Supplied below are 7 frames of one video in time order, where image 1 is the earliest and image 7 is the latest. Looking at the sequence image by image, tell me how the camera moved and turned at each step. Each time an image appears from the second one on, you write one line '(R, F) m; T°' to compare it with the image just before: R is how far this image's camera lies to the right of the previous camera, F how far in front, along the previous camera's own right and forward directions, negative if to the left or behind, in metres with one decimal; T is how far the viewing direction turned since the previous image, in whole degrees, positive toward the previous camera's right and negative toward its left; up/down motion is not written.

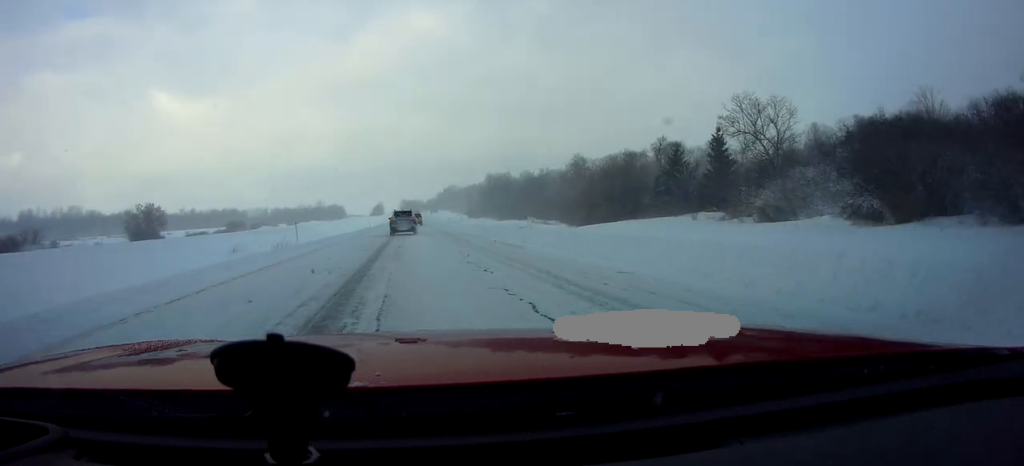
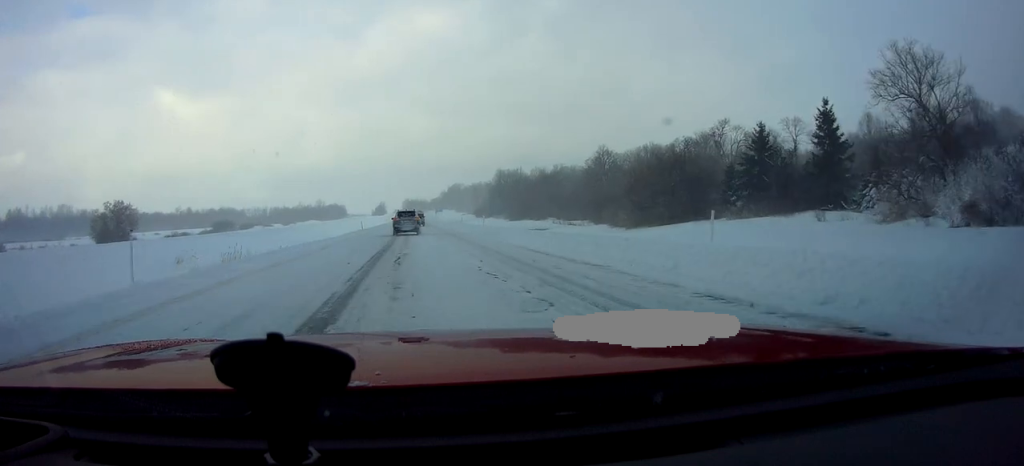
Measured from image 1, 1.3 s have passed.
(-0.6, +19.6) m; -1°
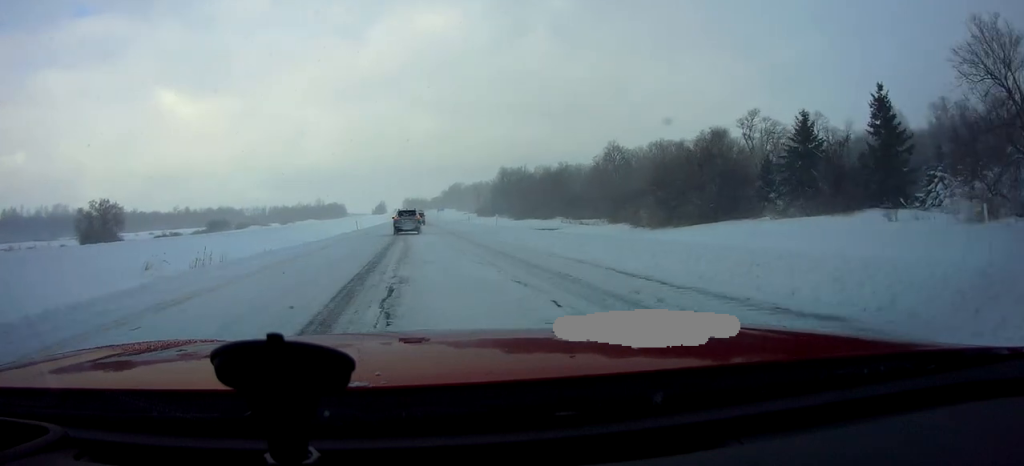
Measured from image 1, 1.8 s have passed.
(+0.3, +7.5) m; 0°
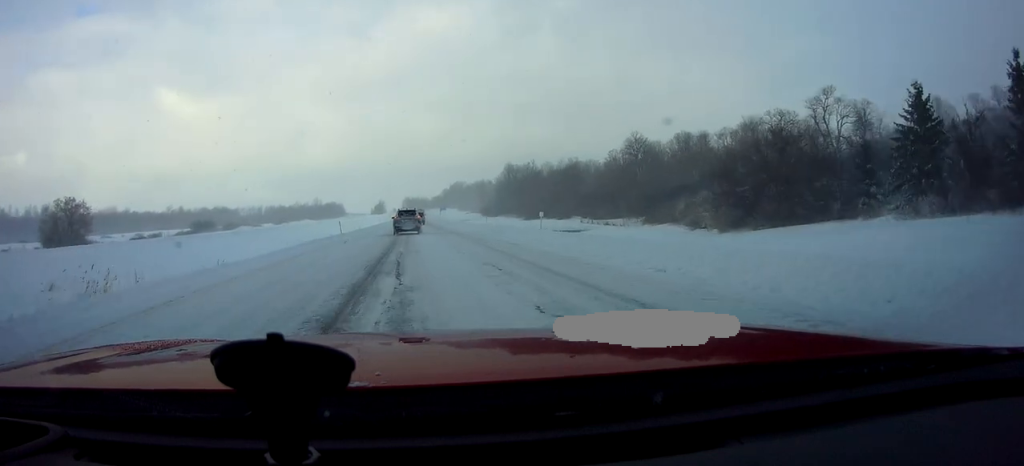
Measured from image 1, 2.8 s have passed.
(-0.2, +15.2) m; 0°
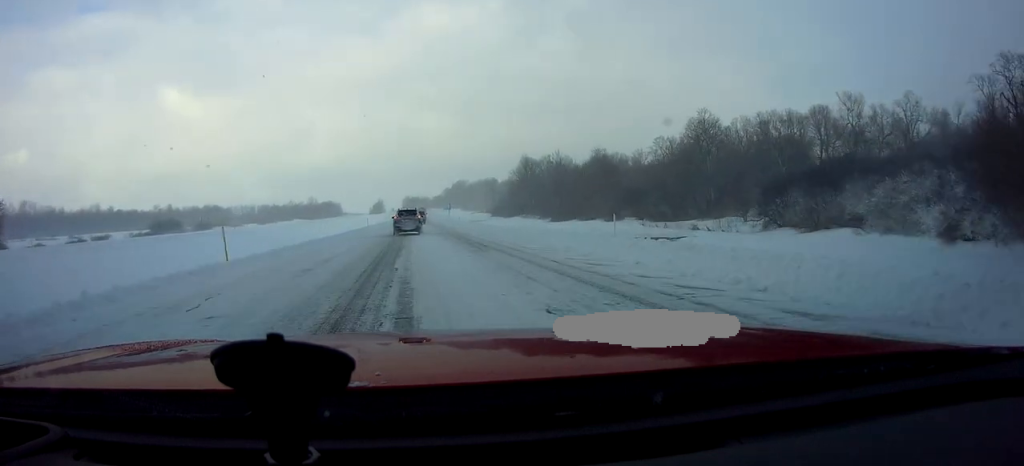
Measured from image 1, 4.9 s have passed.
(0.0, +31.4) m; -2°
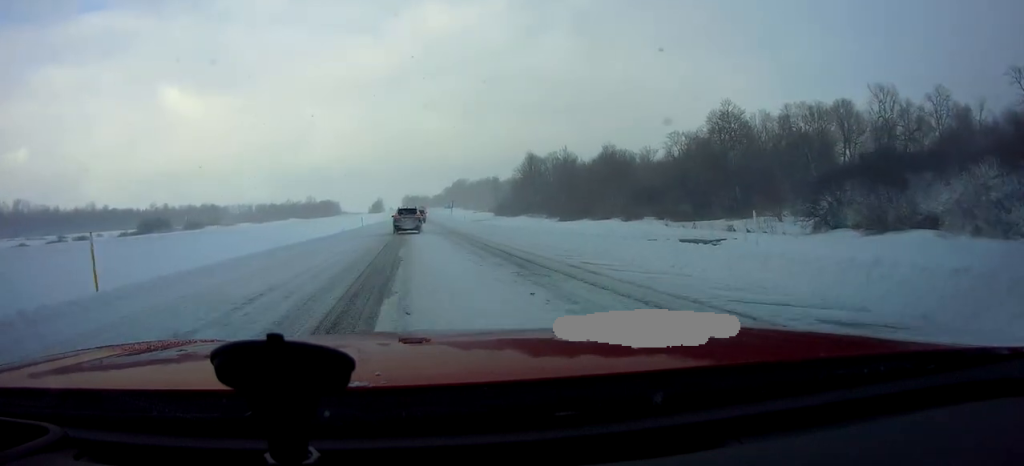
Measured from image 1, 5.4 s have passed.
(-0.1, +8.3) m; 0°
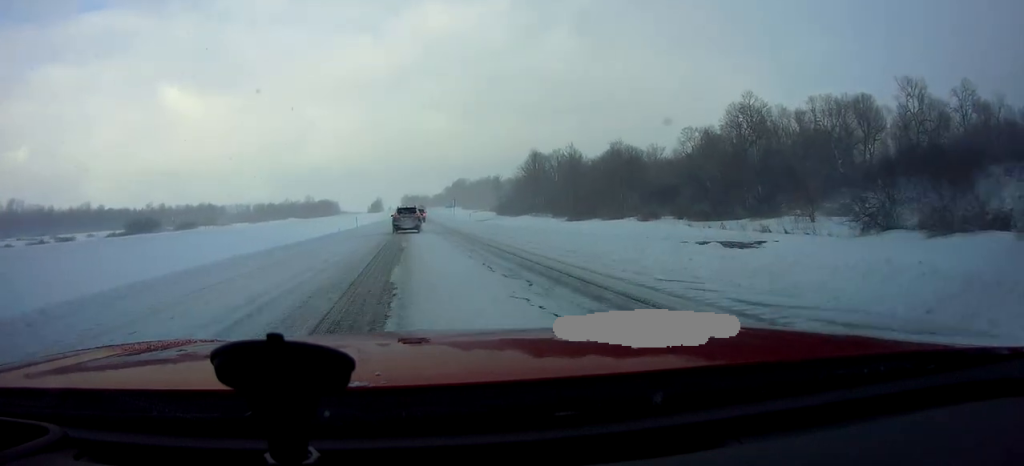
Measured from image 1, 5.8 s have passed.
(-0.1, +6.8) m; +1°
